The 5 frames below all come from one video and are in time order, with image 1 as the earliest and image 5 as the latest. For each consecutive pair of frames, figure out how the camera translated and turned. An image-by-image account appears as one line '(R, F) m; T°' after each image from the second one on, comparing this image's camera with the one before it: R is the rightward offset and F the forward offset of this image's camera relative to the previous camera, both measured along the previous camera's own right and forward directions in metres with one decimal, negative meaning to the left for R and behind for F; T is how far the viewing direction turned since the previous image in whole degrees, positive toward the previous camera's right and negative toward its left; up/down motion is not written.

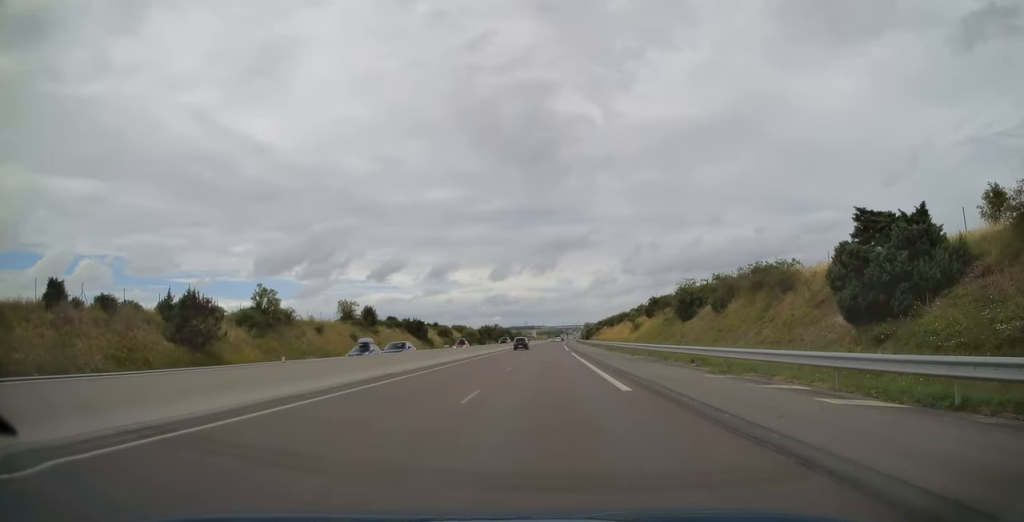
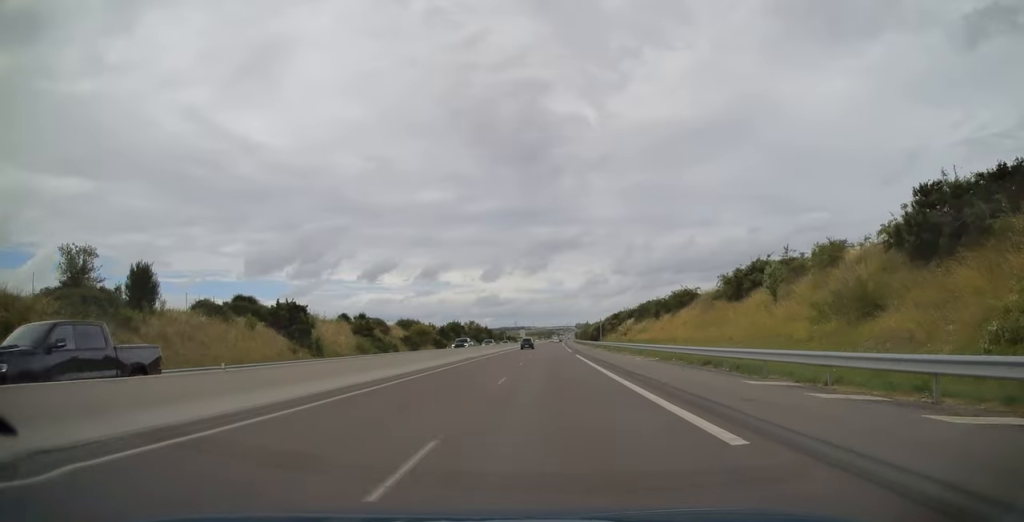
(+0.4, +59.3) m; +1°
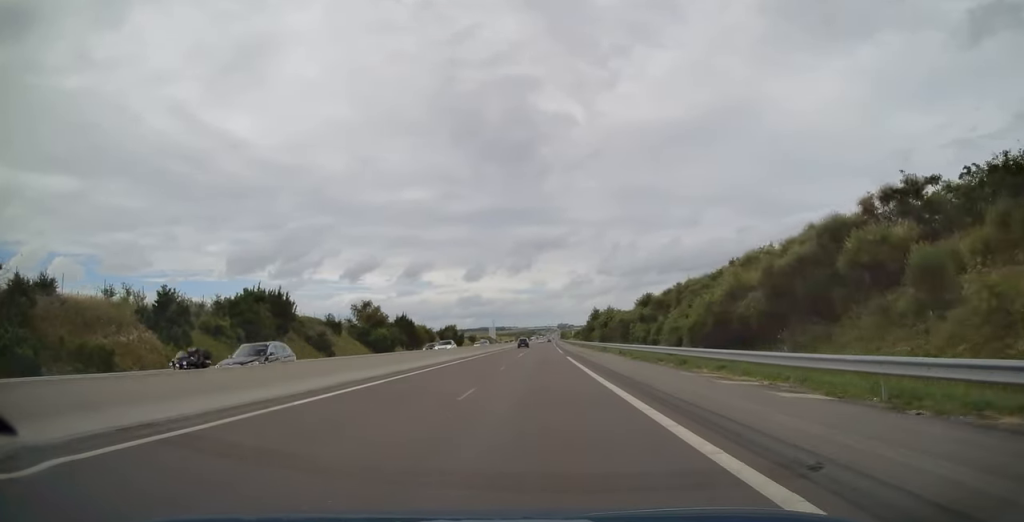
(+1.8, +107.1) m; +2°
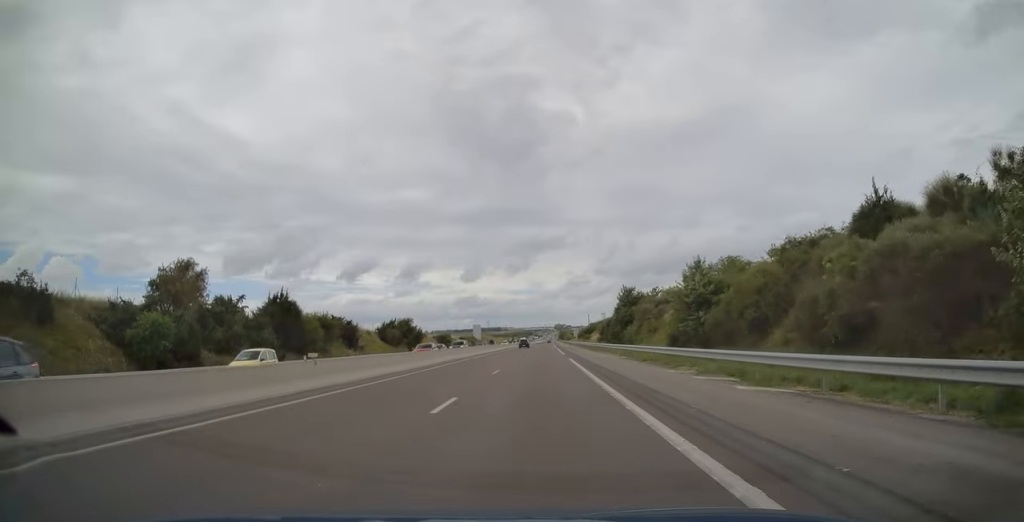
(+0.2, +53.8) m; 0°
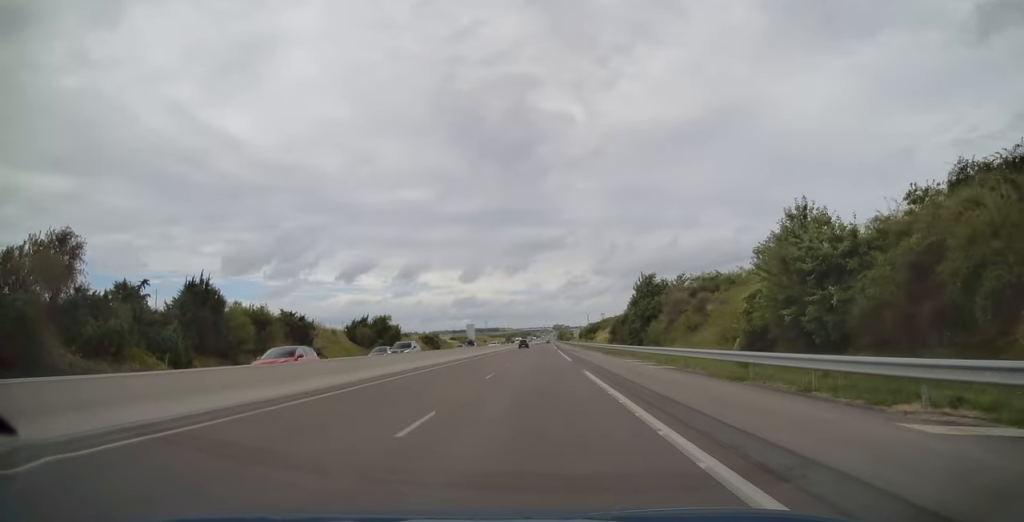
(0.0, +15.6) m; 0°
